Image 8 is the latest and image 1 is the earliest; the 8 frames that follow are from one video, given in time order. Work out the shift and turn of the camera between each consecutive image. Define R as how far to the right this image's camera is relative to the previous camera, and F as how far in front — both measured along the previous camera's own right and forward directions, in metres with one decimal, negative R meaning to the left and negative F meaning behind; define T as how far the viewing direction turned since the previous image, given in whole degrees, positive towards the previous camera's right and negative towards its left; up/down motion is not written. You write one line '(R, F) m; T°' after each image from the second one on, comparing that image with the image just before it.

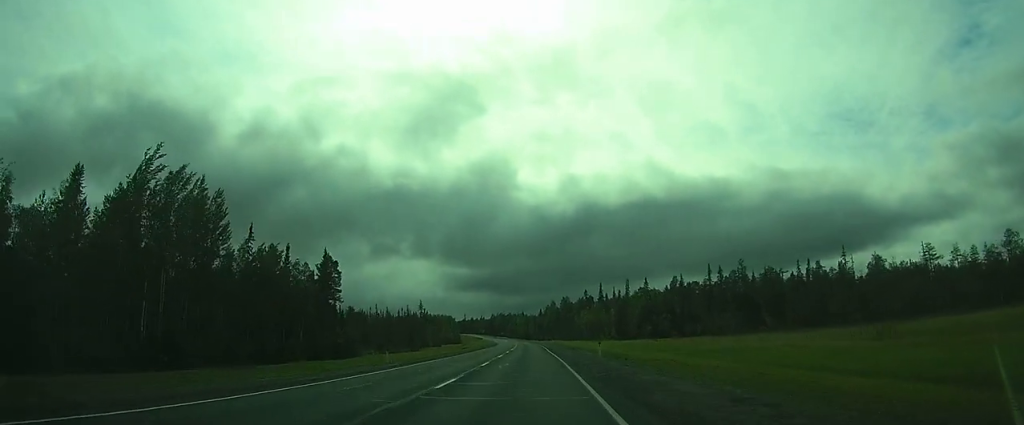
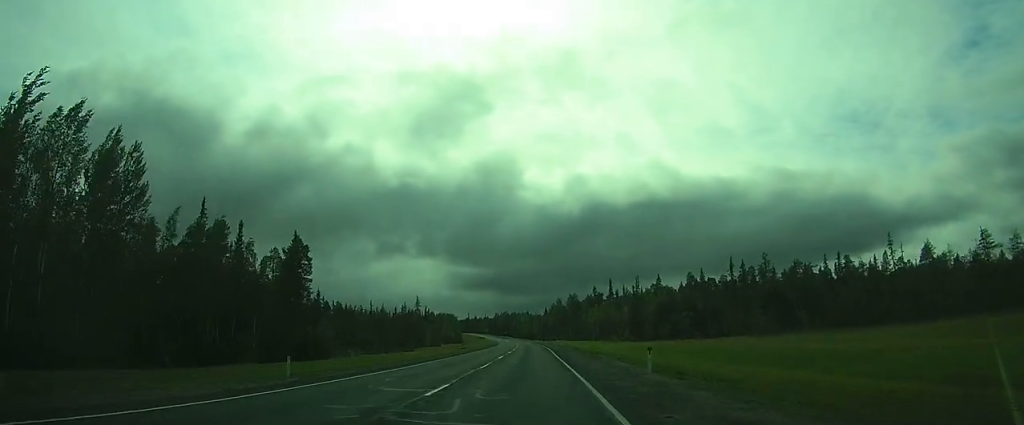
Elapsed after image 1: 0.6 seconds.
(-0.2, +13.4) m; -1°
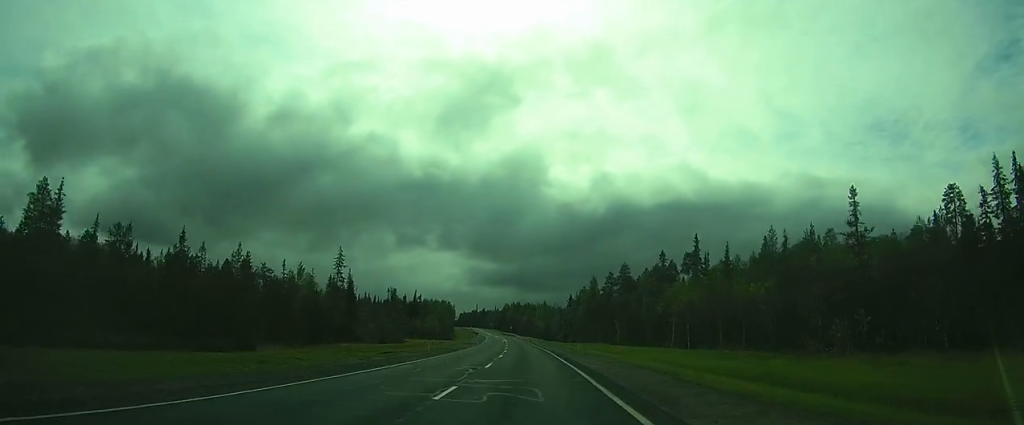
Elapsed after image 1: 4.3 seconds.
(-3.6, +85.9) m; -3°
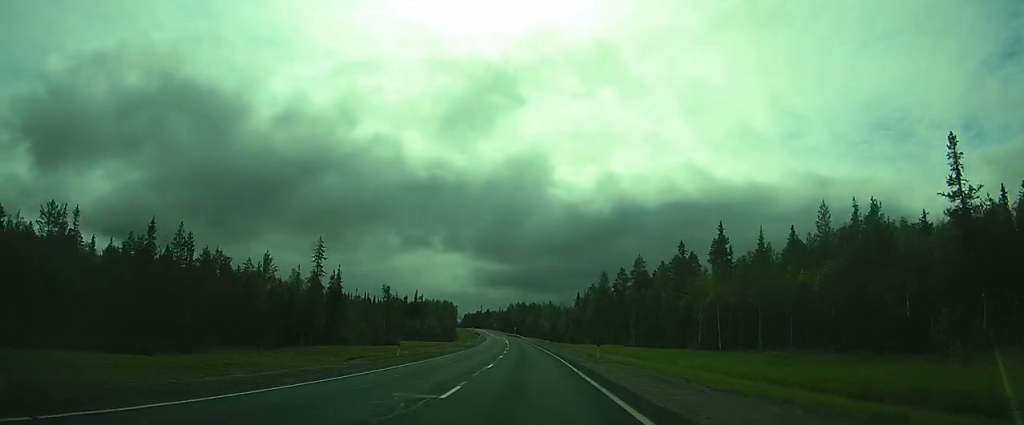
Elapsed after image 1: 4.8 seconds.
(0.0, +11.6) m; 0°
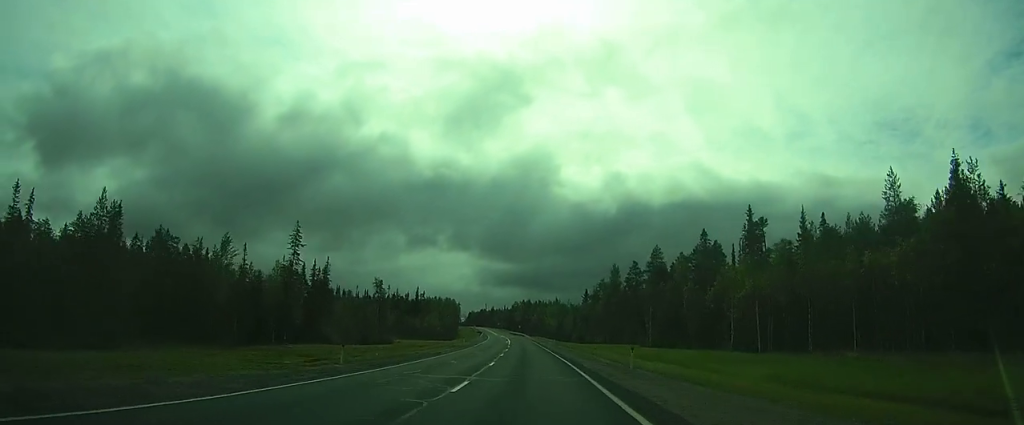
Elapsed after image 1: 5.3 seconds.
(0.0, +10.8) m; 0°
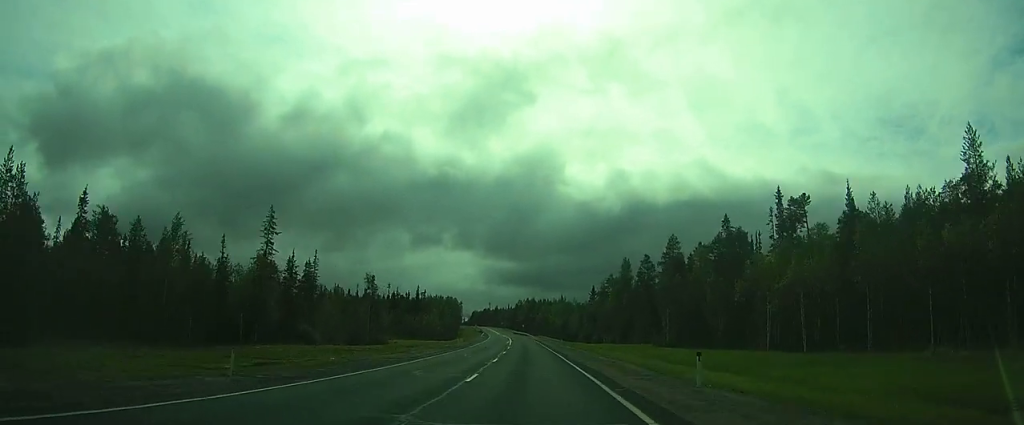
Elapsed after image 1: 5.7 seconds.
(0.0, +9.3) m; 0°
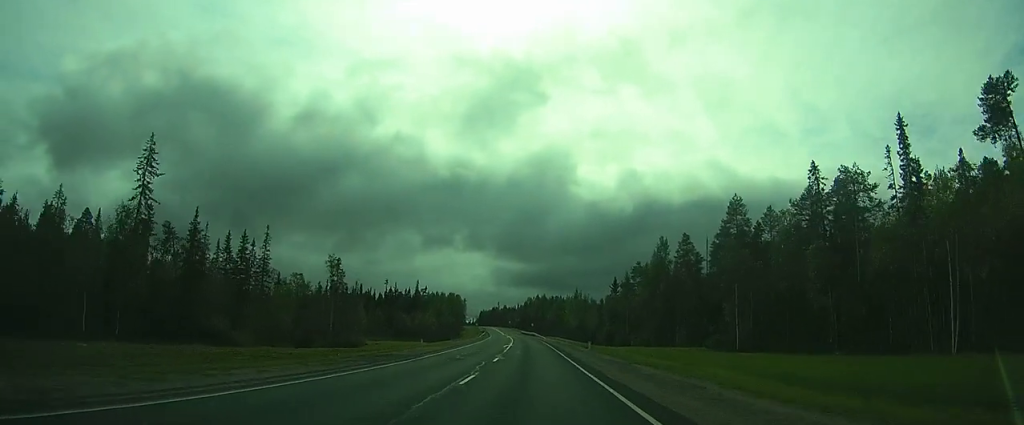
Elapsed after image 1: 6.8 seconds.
(0.0, +25.3) m; -1°
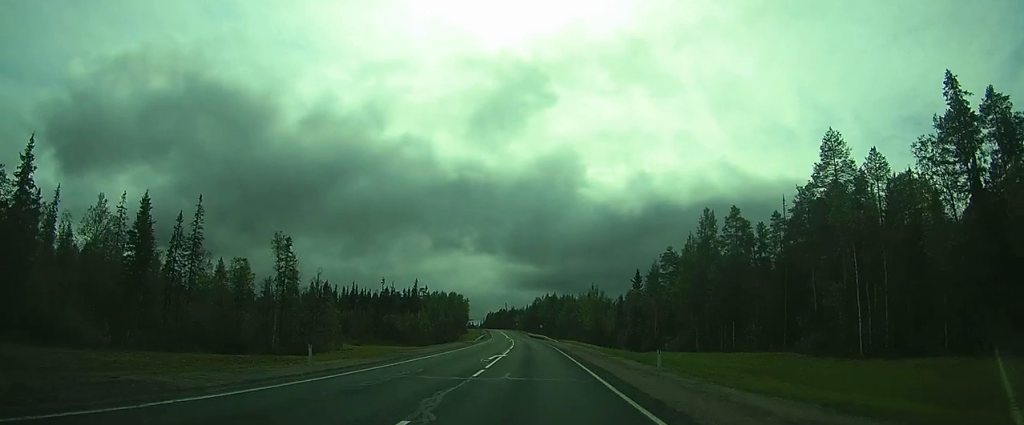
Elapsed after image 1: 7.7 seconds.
(-0.2, +21.2) m; -1°
